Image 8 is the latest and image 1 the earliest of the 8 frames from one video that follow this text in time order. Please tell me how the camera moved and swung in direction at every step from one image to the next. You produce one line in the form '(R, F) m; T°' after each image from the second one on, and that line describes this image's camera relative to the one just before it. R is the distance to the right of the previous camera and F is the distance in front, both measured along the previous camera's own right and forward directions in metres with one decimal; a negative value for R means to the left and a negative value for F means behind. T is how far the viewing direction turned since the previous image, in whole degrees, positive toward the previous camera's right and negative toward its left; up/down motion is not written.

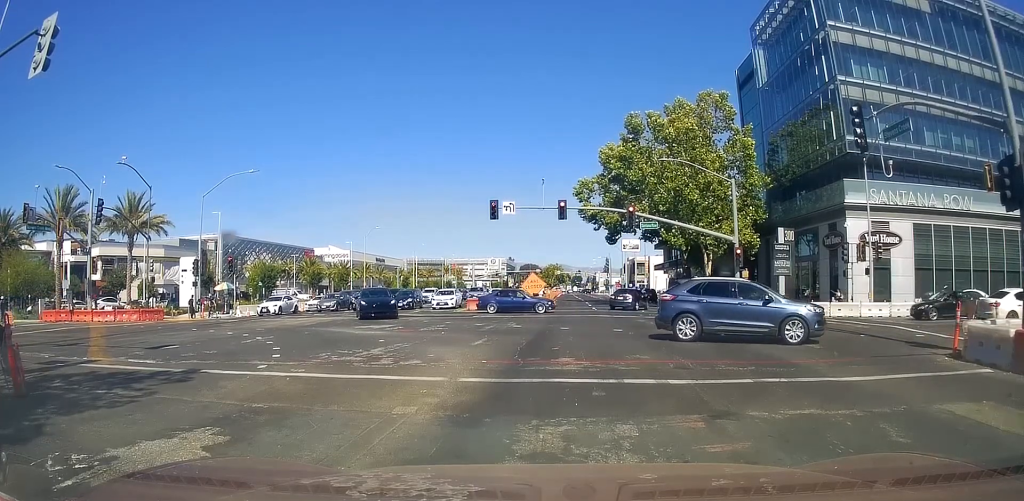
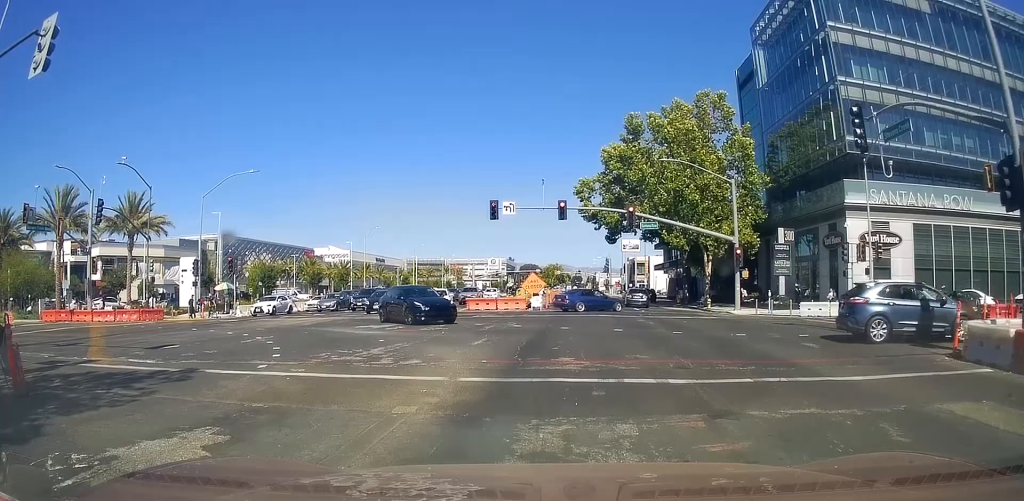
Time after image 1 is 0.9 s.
(0.0, 0.0) m; 0°
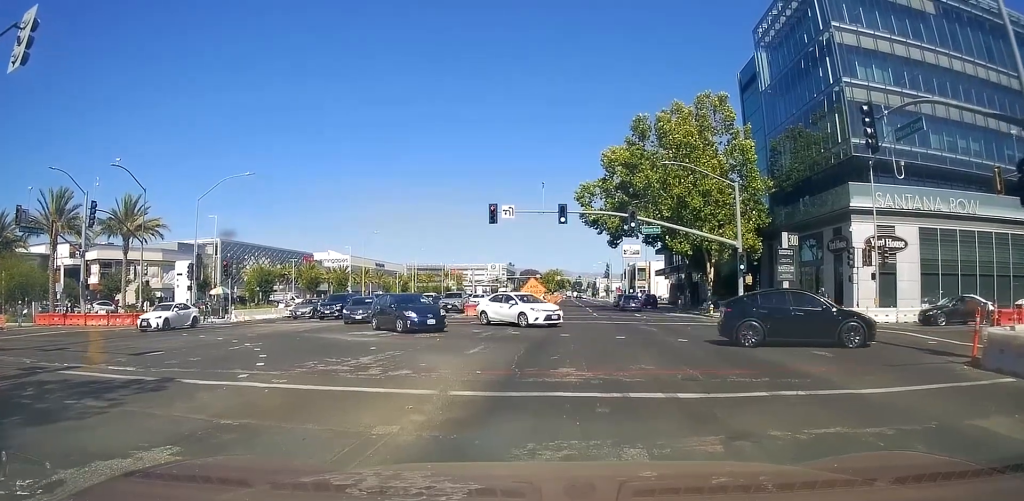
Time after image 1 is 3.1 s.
(+0.1, +0.5) m; 0°
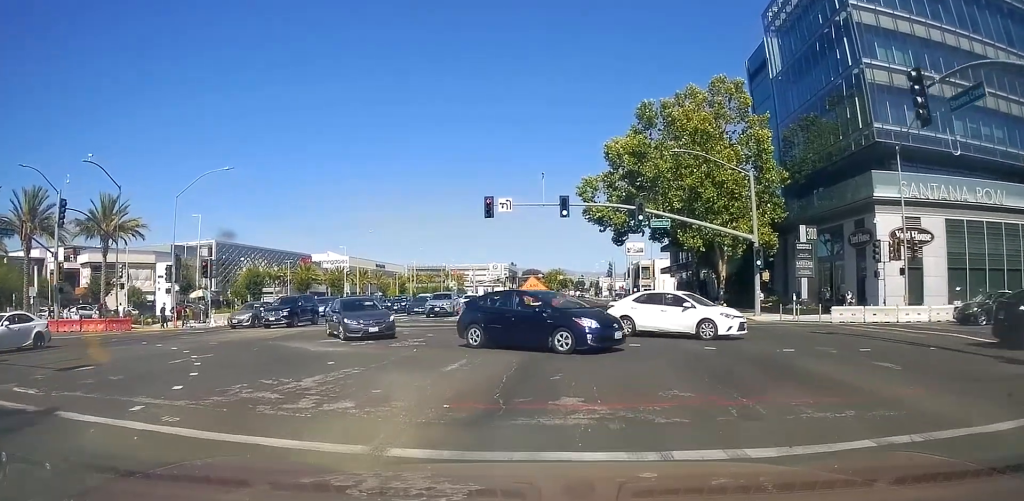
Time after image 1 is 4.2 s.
(0.0, +0.8) m; 0°
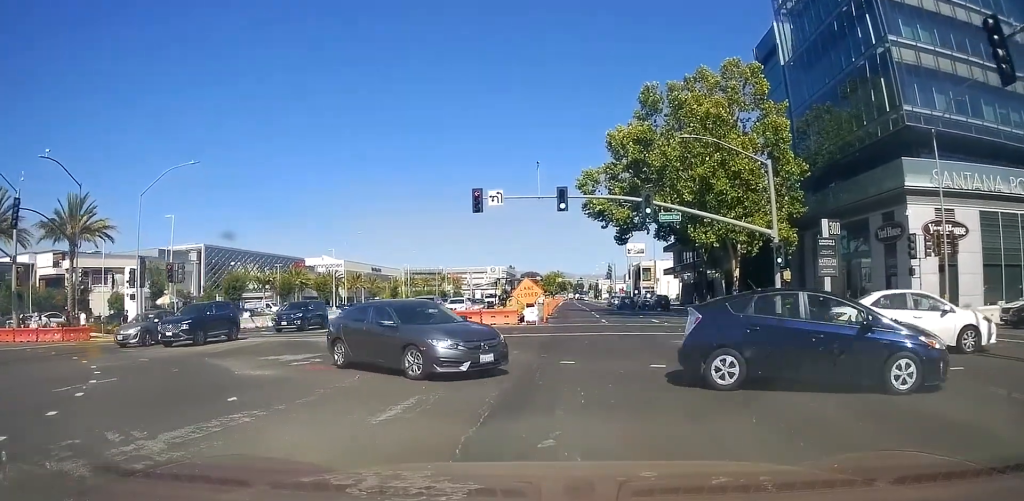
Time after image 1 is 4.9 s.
(0.0, +1.3) m; 0°
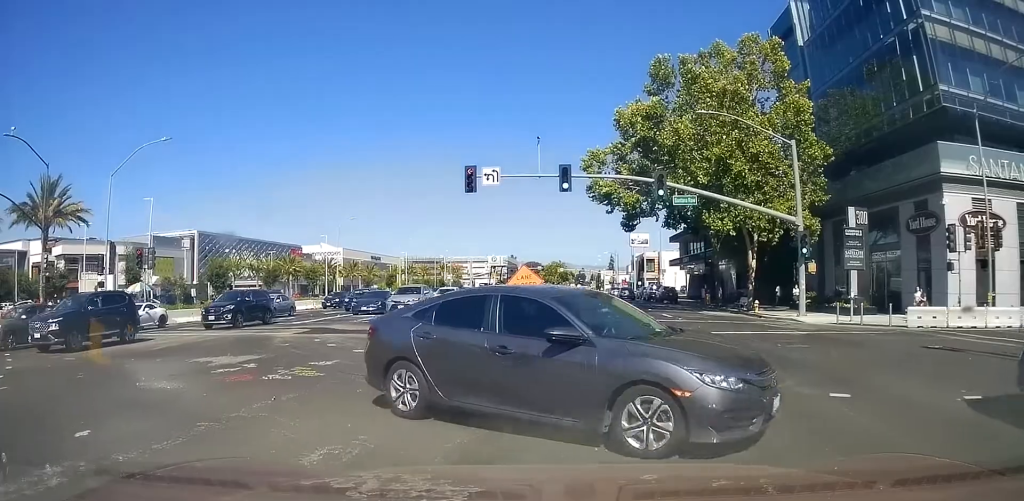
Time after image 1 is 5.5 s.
(0.0, +1.6) m; 0°
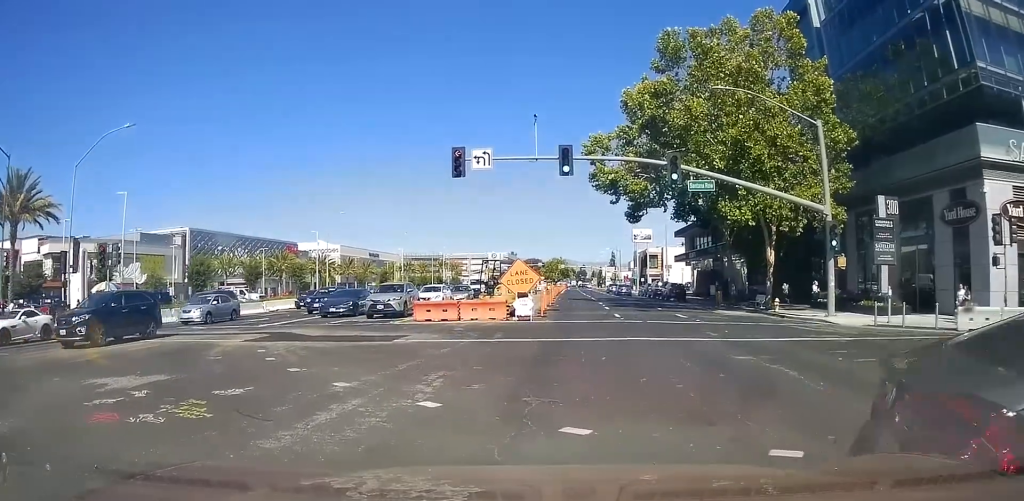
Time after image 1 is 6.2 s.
(0.0, +2.5) m; 0°
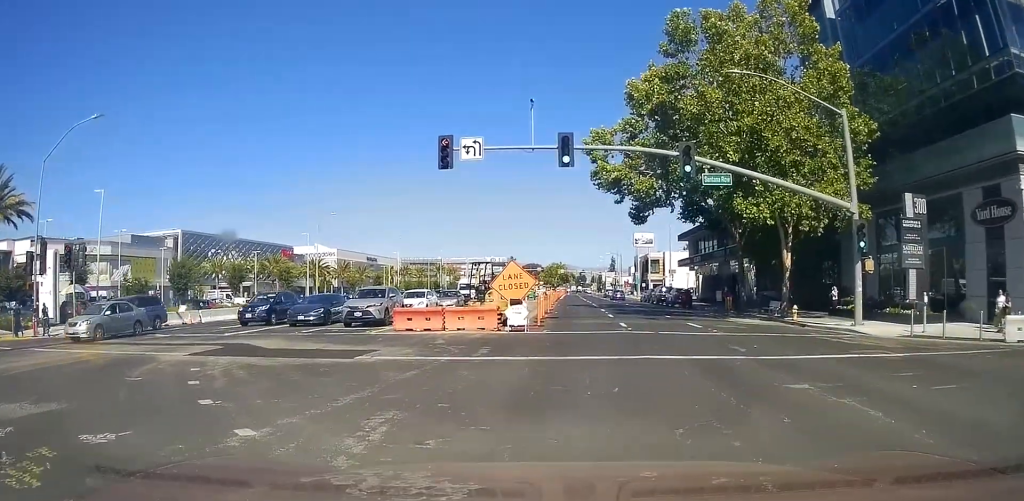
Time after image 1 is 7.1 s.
(0.0, +3.6) m; +1°
